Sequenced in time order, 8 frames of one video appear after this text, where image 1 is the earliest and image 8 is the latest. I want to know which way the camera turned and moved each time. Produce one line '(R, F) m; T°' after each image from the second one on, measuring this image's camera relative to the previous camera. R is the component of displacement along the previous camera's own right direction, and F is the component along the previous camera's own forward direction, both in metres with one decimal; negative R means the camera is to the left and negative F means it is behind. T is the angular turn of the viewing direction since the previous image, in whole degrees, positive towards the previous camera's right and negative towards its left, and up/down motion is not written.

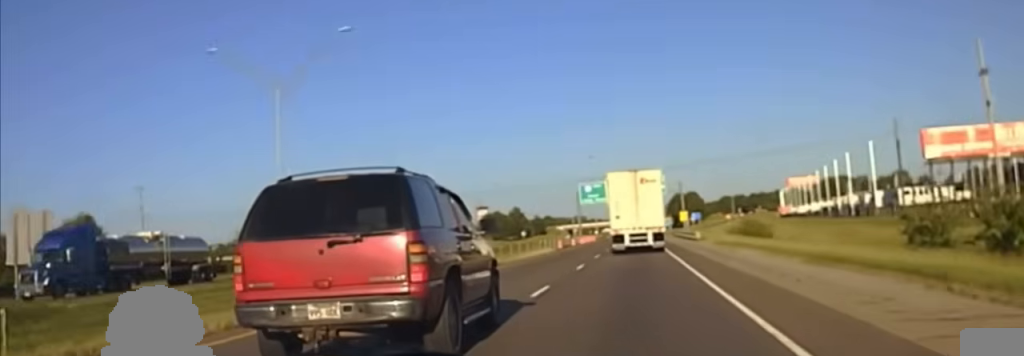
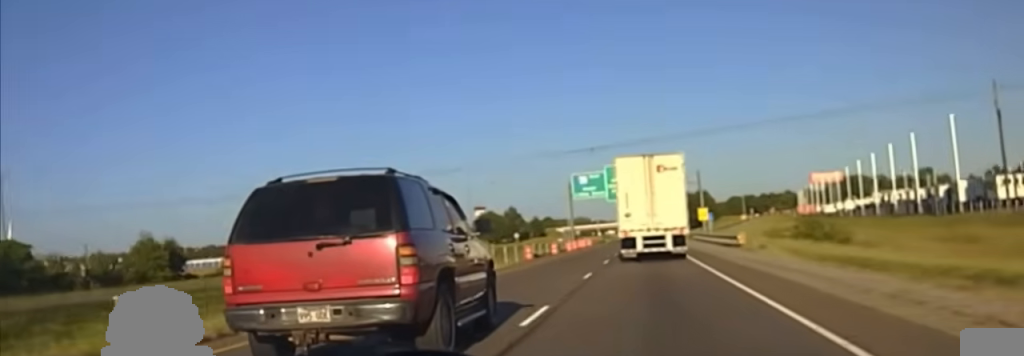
(+0.1, +30.7) m; 0°
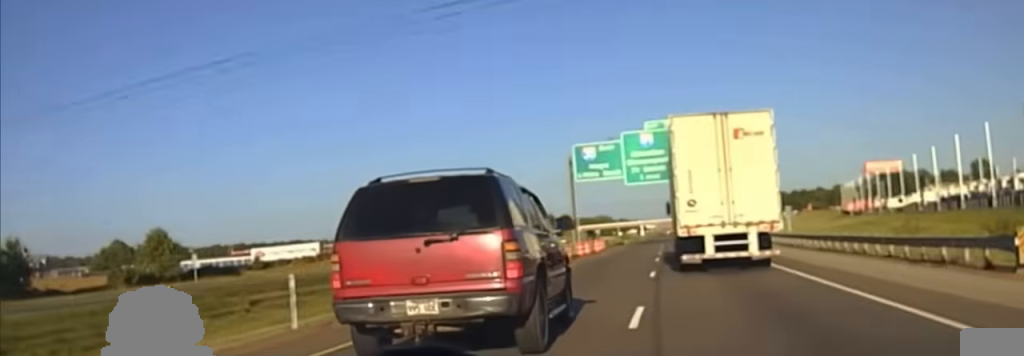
(-0.2, +37.6) m; -1°
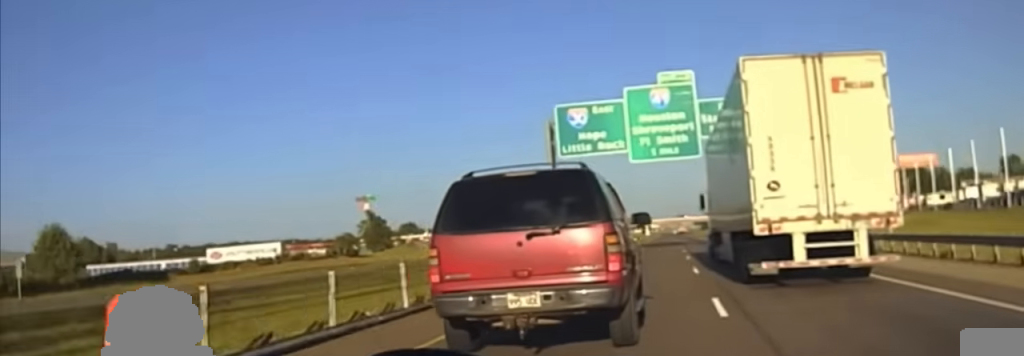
(-0.1, +24.0) m; -1°
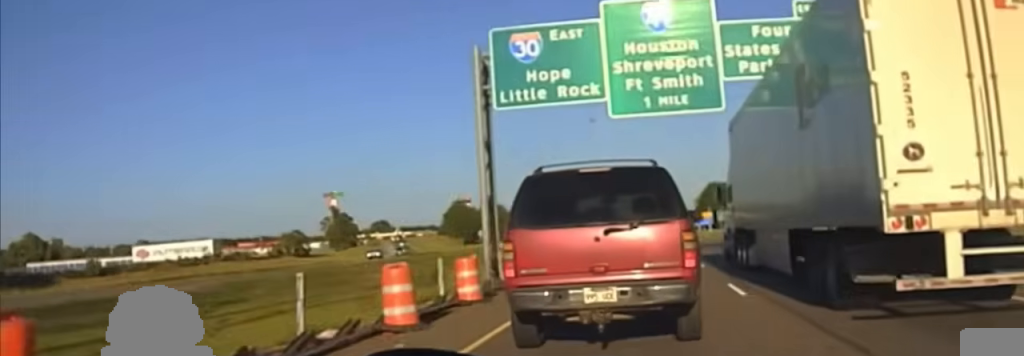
(-0.1, +19.9) m; 0°
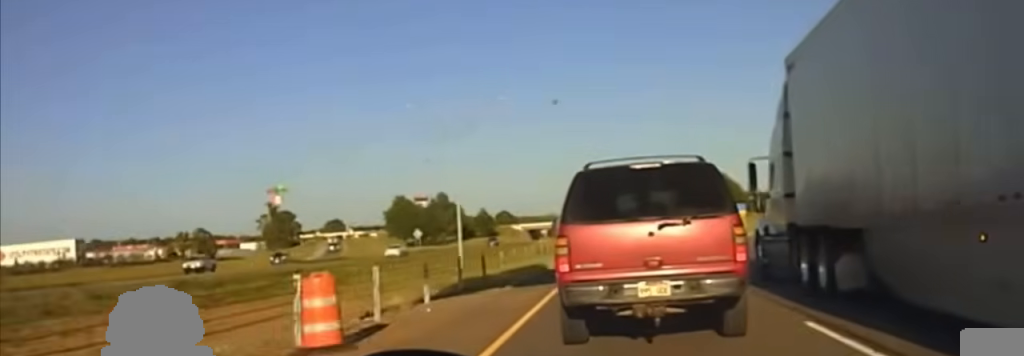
(-0.3, +32.3) m; +1°
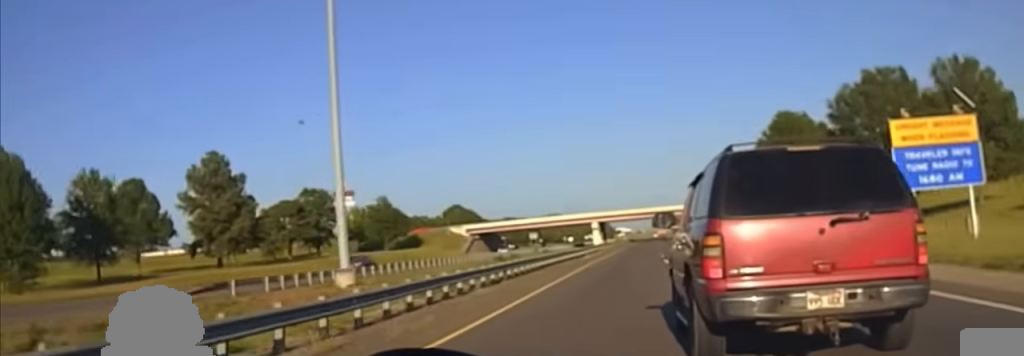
(+4.3, +150.9) m; +1°
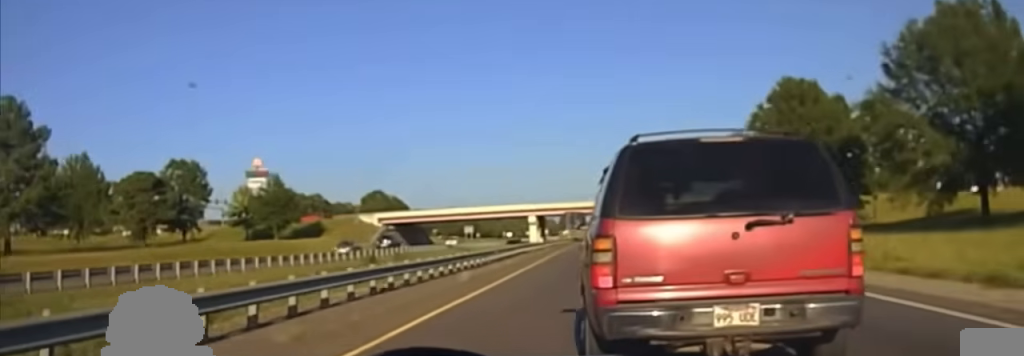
(-0.2, +33.2) m; 0°
